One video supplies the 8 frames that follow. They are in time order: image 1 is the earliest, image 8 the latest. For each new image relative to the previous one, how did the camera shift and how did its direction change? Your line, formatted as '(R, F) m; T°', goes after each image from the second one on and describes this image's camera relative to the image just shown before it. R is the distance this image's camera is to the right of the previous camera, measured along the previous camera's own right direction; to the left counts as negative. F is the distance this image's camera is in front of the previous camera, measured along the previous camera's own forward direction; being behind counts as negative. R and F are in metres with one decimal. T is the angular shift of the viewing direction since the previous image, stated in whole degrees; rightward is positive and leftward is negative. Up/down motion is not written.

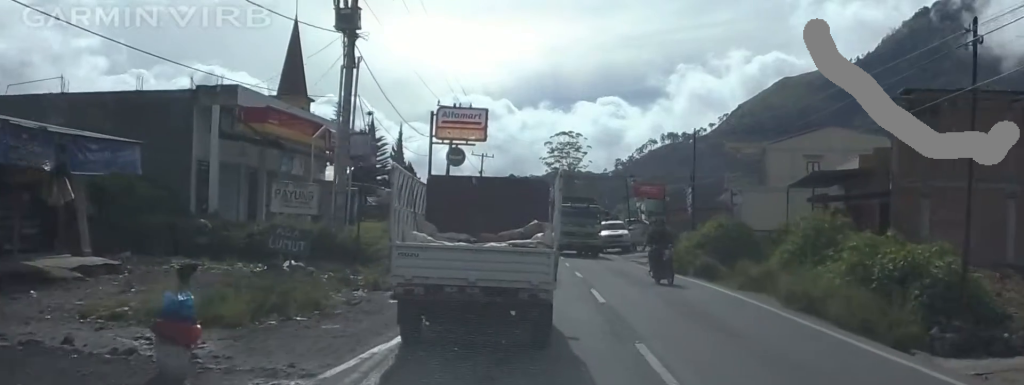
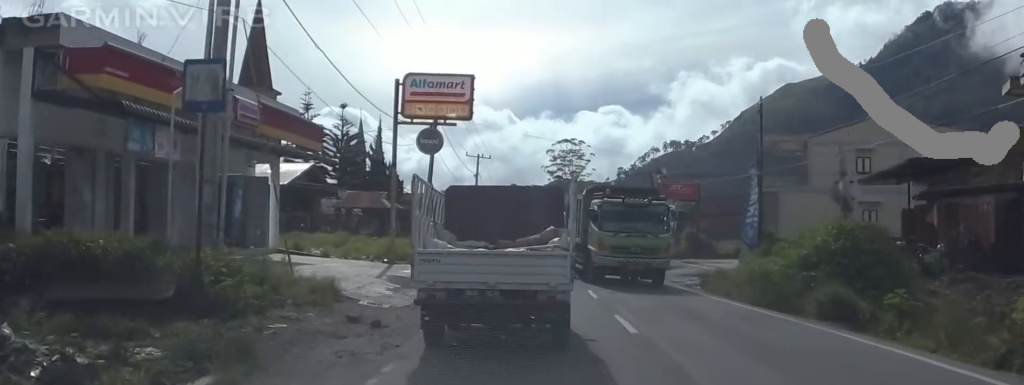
(-0.5, +14.2) m; -6°
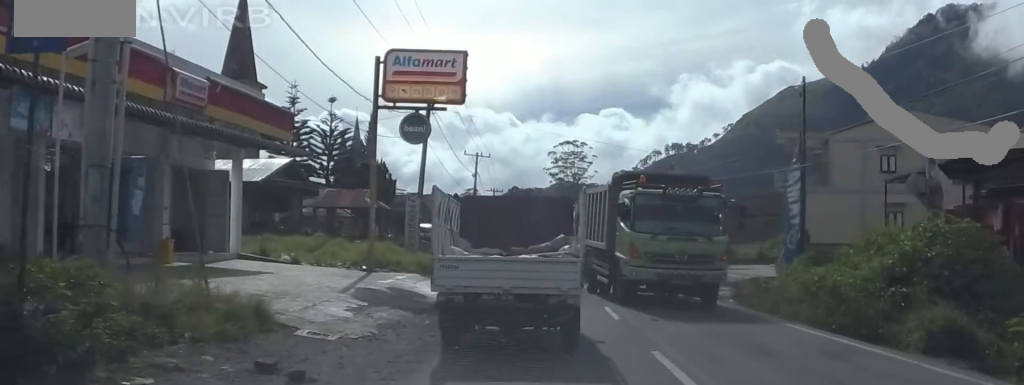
(-0.4, +6.0) m; -1°
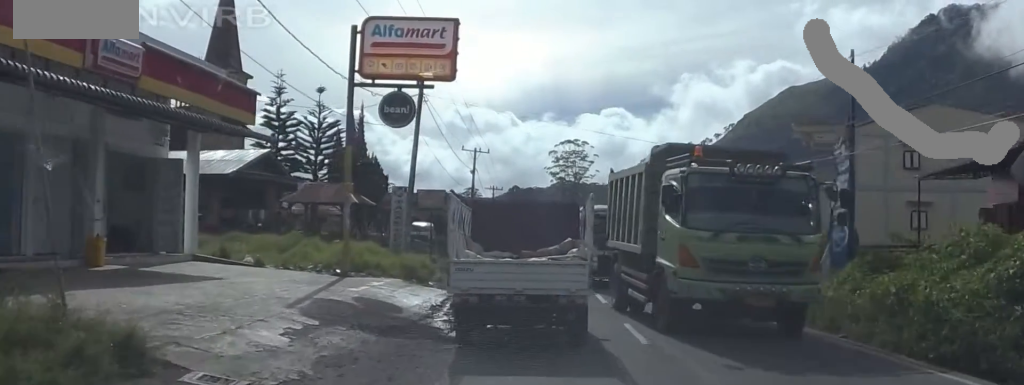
(+0.3, +5.0) m; +5°
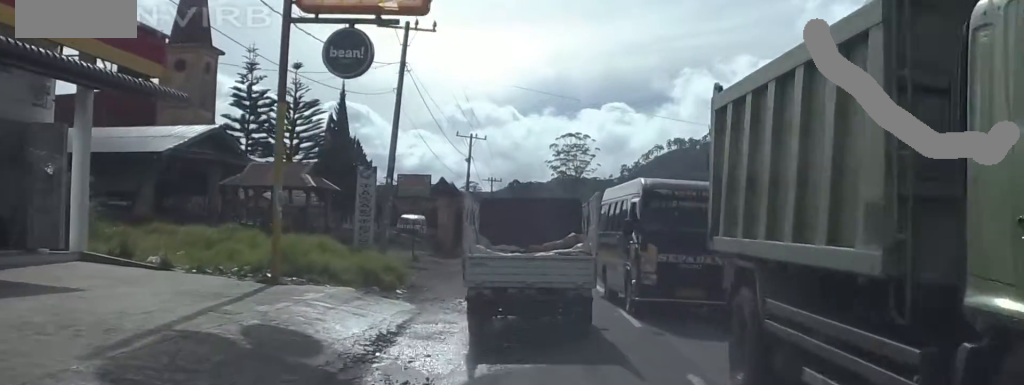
(+0.5, +6.9) m; 0°
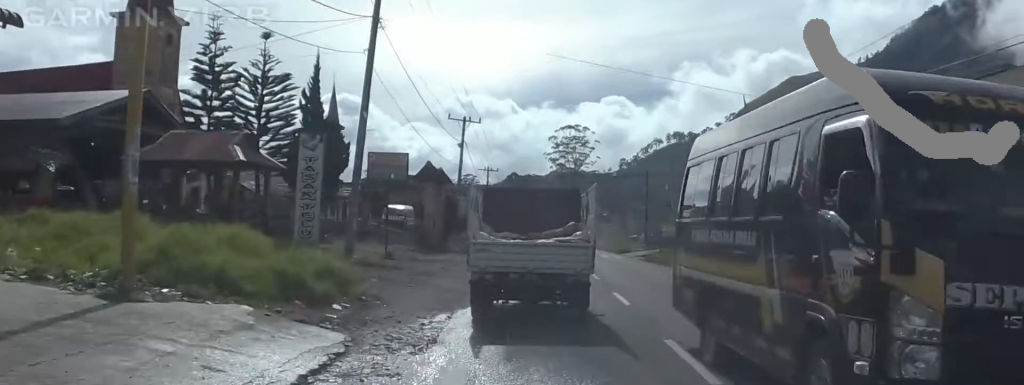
(-0.4, +5.9) m; -6°
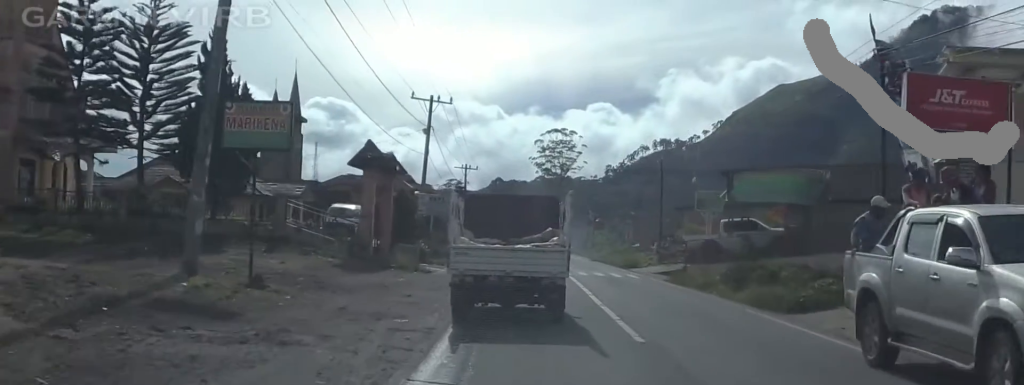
(-0.6, +11.8) m; +1°
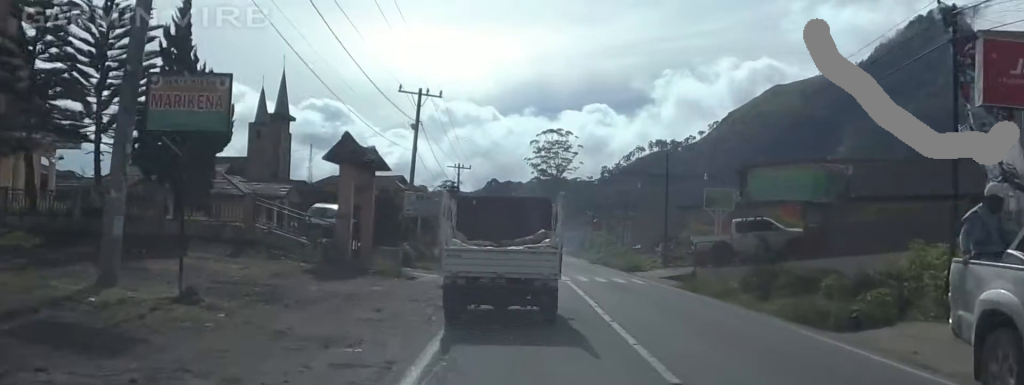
(-0.1, +3.0) m; +4°
